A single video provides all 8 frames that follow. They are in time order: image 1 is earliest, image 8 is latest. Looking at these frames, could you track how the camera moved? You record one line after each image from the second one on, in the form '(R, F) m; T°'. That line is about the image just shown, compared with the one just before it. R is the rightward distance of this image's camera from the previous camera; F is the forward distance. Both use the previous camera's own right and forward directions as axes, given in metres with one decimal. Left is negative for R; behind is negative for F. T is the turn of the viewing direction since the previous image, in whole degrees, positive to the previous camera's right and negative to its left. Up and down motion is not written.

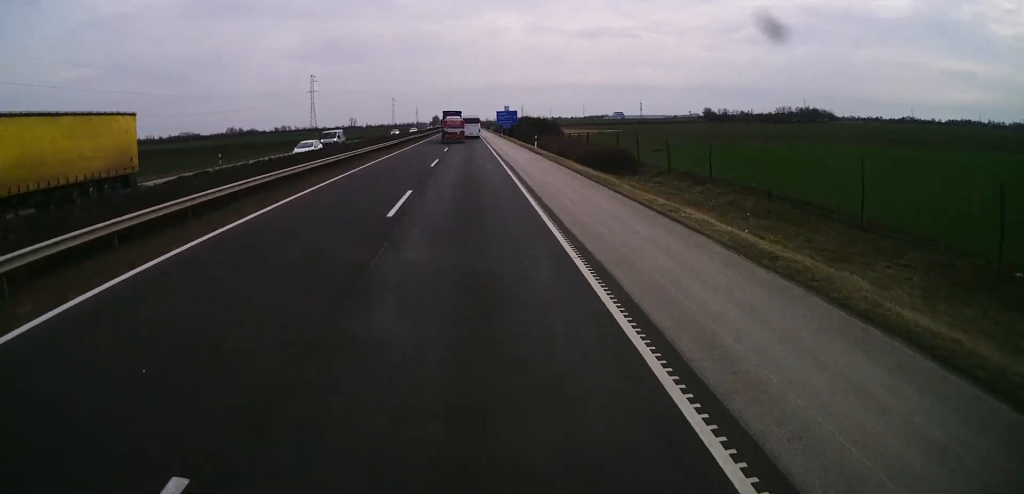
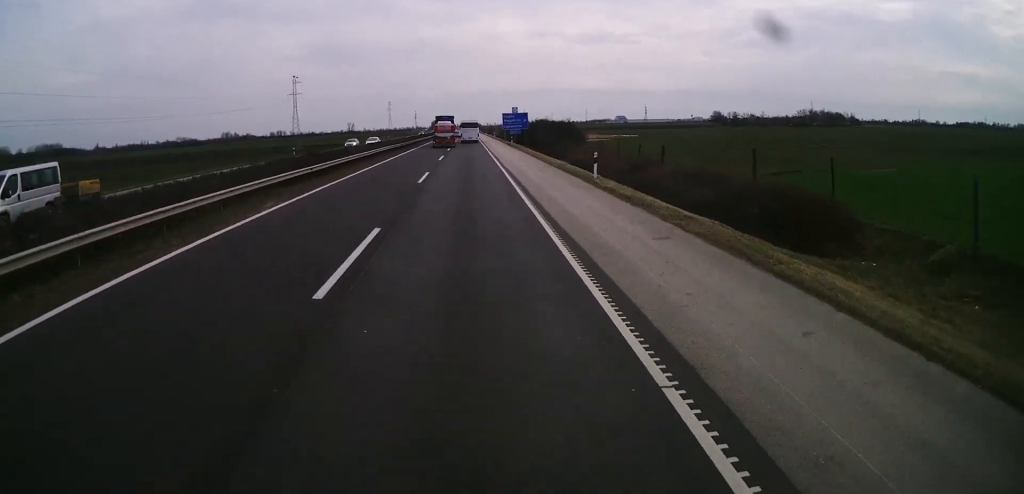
(+0.8, +25.3) m; +1°
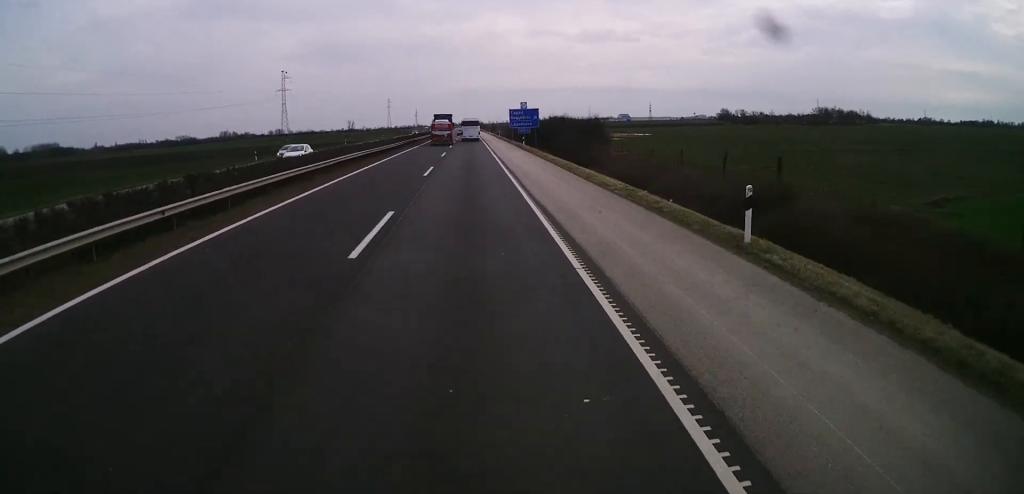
(-0.4, +15.3) m; 0°
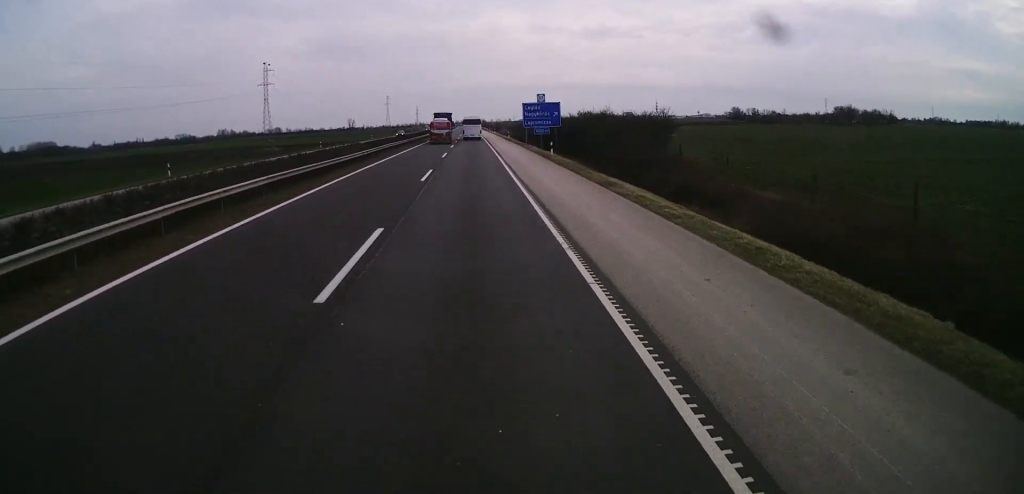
(0.0, +20.7) m; 0°
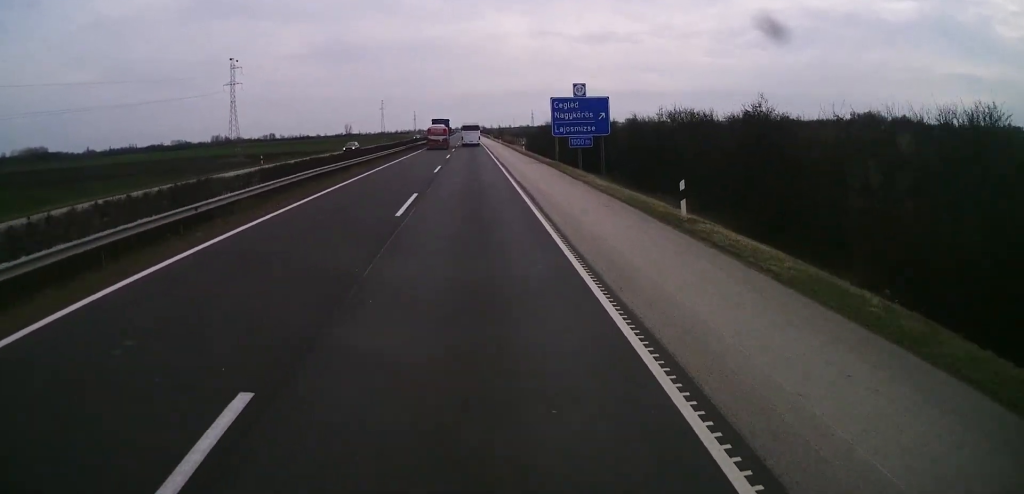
(-0.1, +26.8) m; -1°
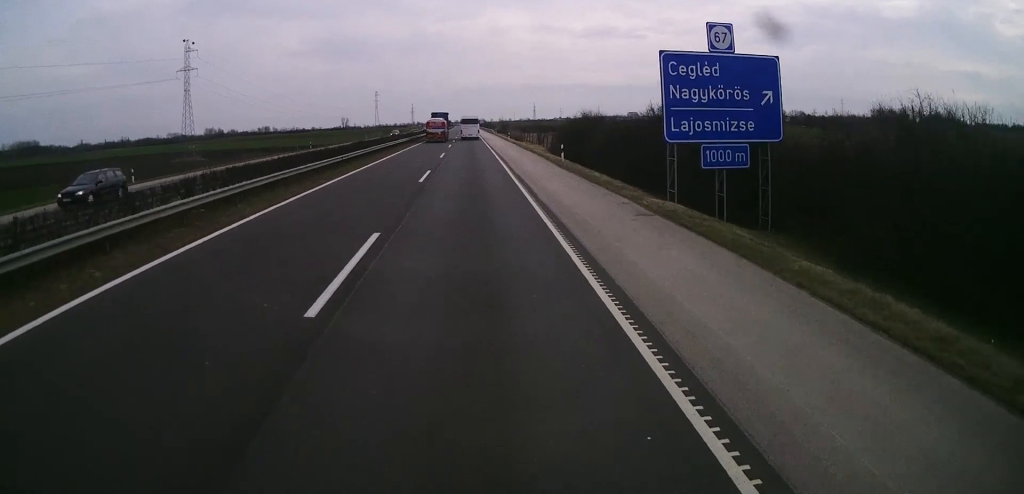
(-0.1, +27.6) m; +1°
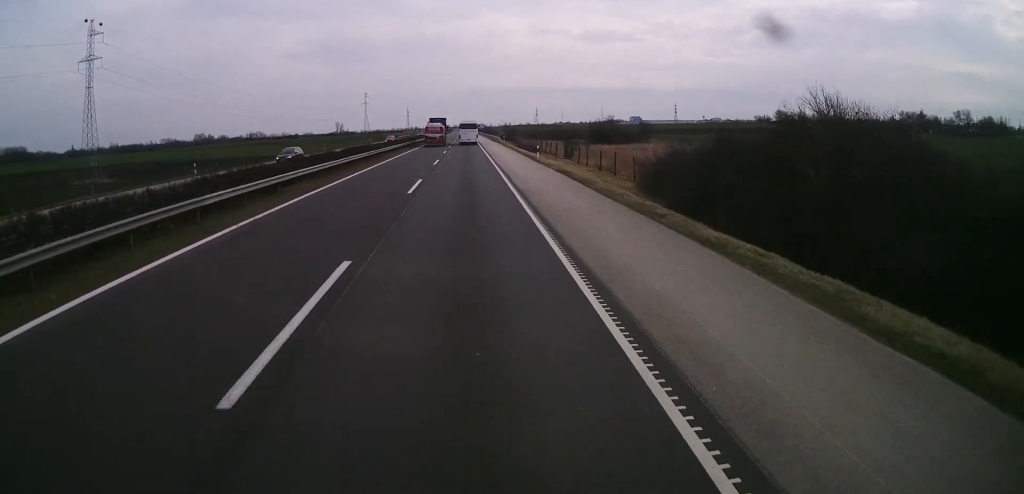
(+0.1, +38.4) m; 0°
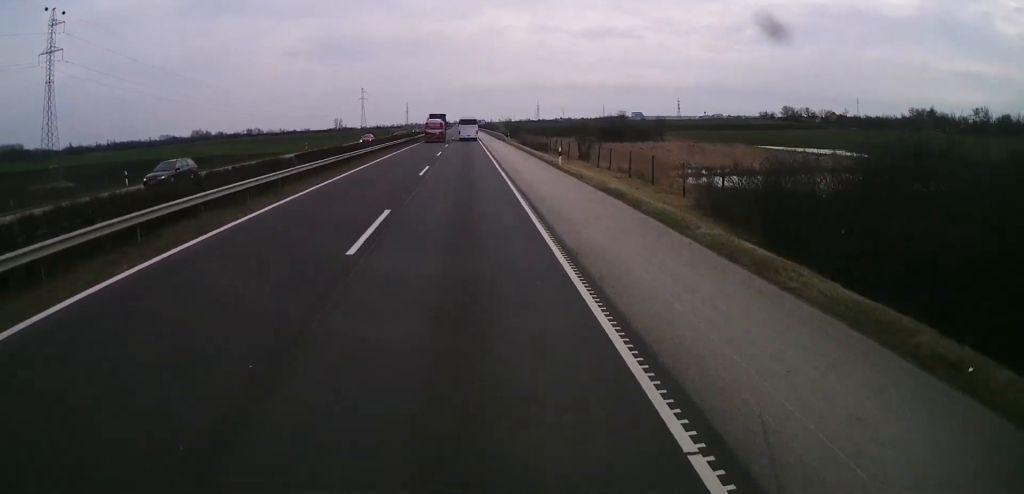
(-0.1, +11.5) m; 0°
